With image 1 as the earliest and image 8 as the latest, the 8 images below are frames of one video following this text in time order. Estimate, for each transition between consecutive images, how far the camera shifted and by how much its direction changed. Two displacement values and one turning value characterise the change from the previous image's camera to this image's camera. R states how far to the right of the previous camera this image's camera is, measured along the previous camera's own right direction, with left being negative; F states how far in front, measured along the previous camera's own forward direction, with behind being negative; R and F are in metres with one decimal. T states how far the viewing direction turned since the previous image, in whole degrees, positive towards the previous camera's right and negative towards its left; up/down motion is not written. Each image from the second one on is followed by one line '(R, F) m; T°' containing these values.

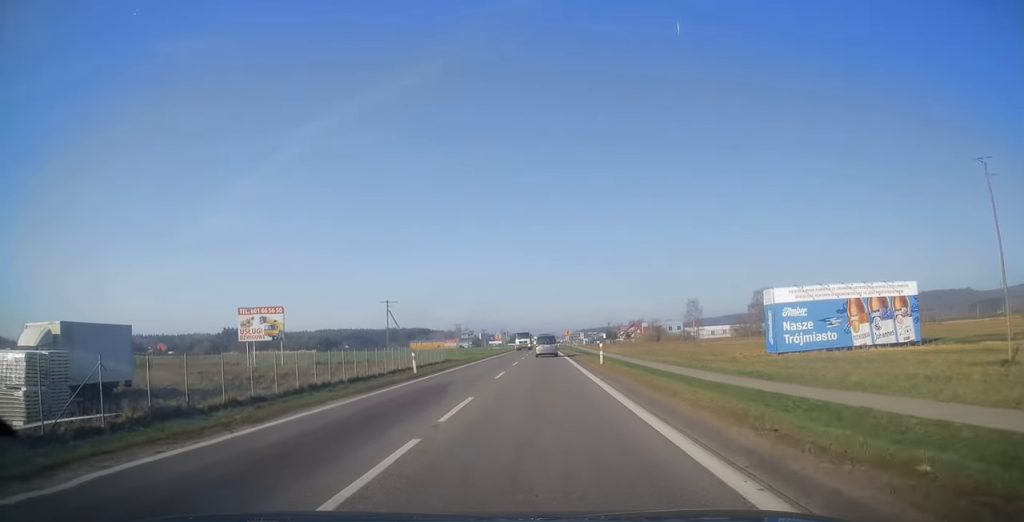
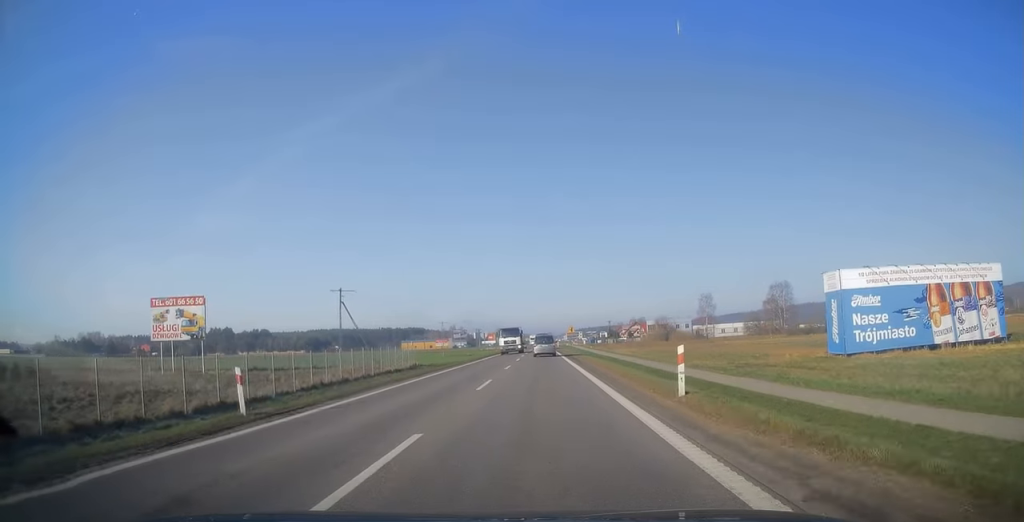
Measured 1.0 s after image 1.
(0.0, +17.2) m; 0°
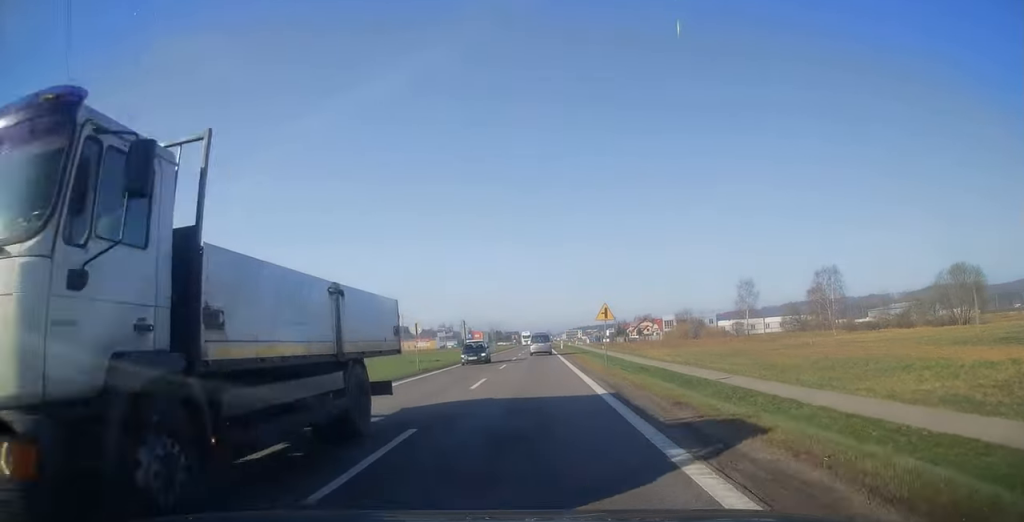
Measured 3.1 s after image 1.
(0.0, +35.4) m; 0°
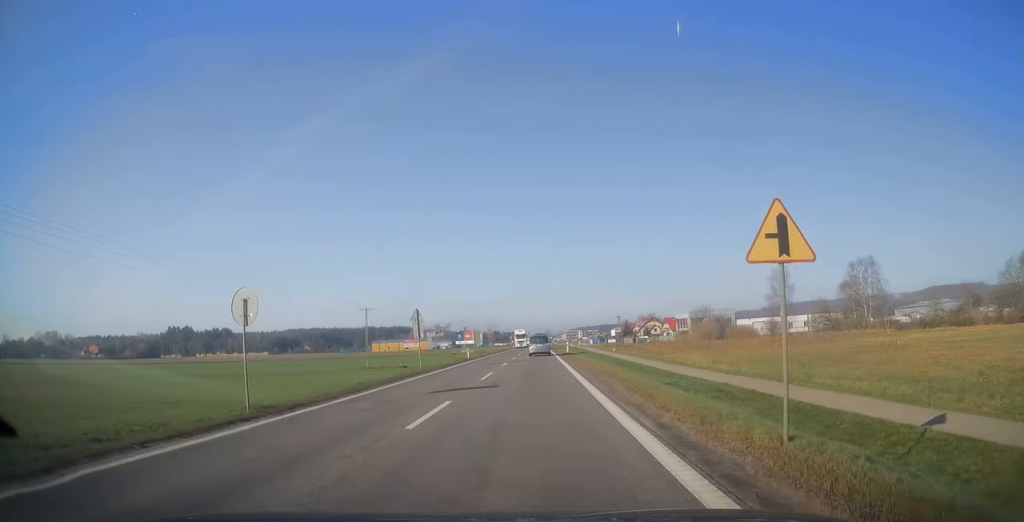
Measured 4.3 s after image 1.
(+0.1, +19.6) m; 0°
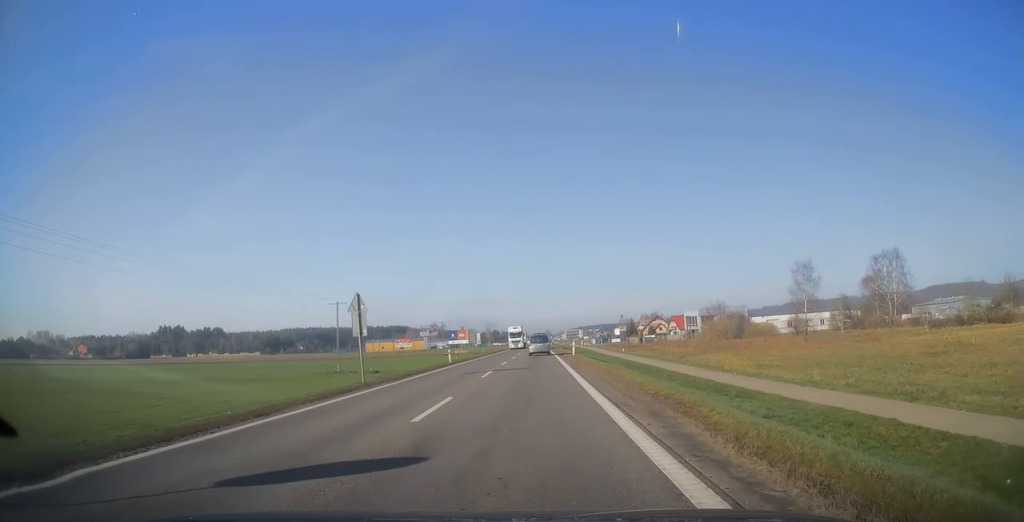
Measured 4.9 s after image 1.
(-0.1, +11.1) m; +1°
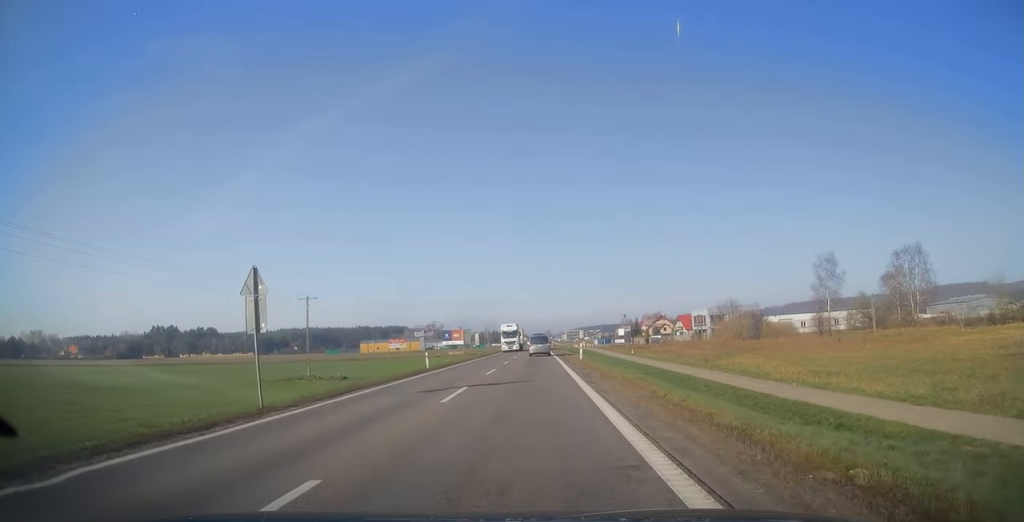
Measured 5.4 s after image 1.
(+0.1, +8.8) m; 0°
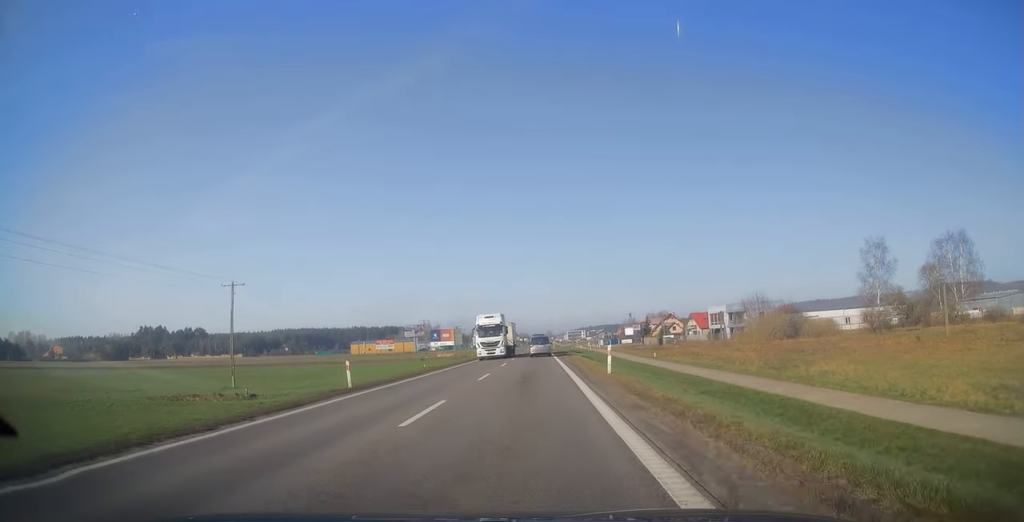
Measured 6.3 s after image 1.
(+0.2, +15.0) m; 0°
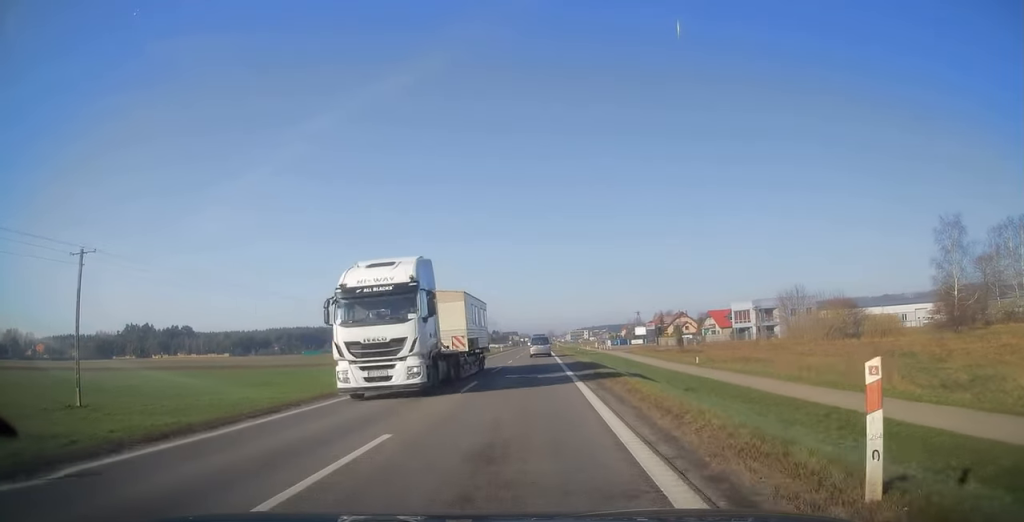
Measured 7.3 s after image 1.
(-0.3, +16.8) m; -1°
